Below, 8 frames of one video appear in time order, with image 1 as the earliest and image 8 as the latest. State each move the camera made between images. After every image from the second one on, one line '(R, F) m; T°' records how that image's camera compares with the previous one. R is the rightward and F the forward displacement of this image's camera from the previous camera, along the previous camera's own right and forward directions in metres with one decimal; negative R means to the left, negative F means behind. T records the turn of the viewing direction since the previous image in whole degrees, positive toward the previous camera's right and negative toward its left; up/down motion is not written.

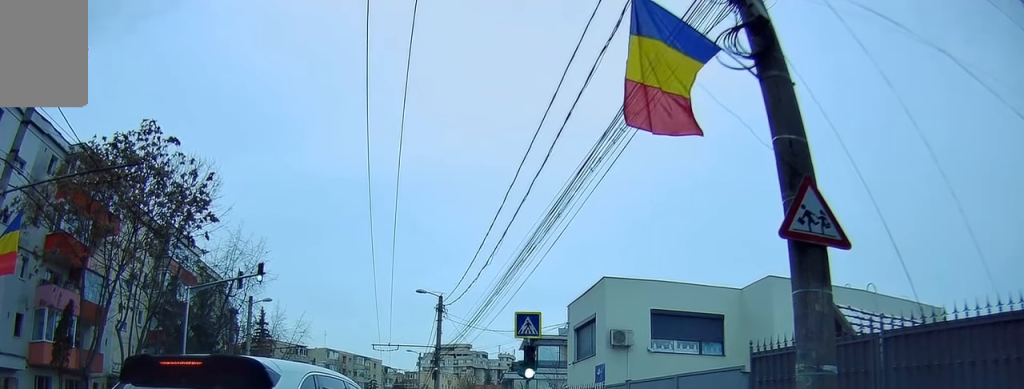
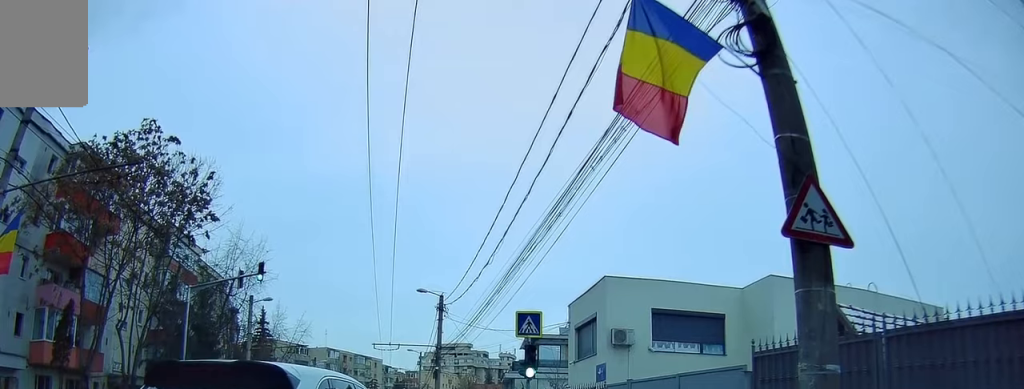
(0.0, 0.0) m; 0°
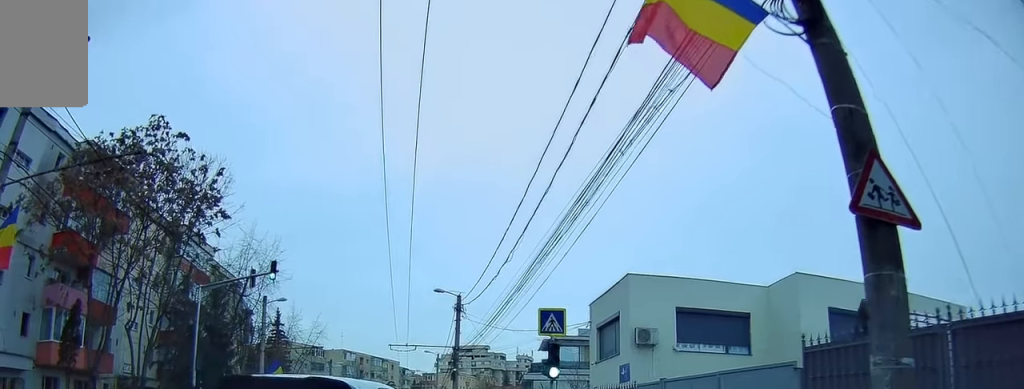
(0.0, +0.3) m; 0°
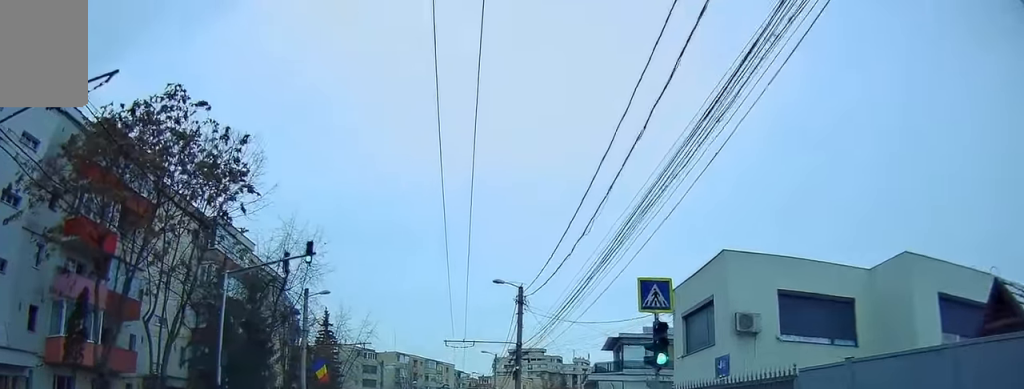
(-0.1, +1.7) m; -19°
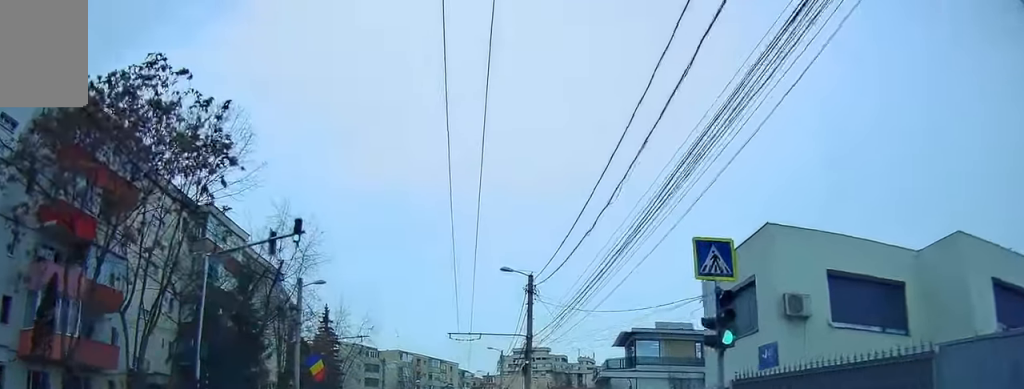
(-0.2, +1.5) m; -3°
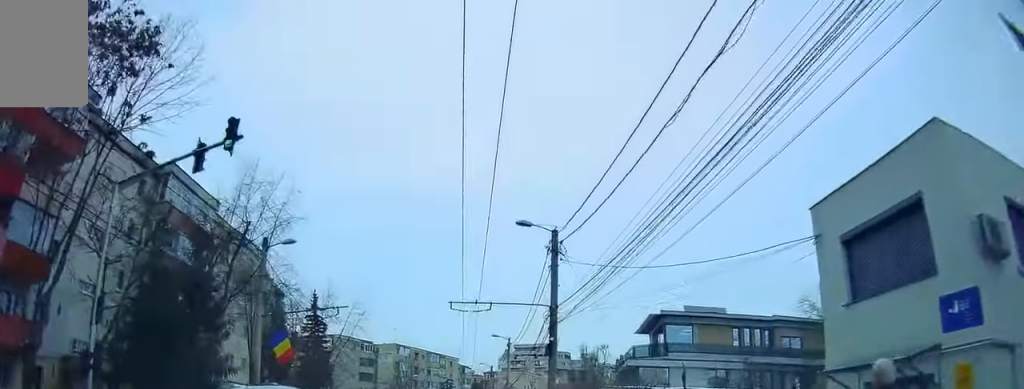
(-0.2, +4.0) m; +9°
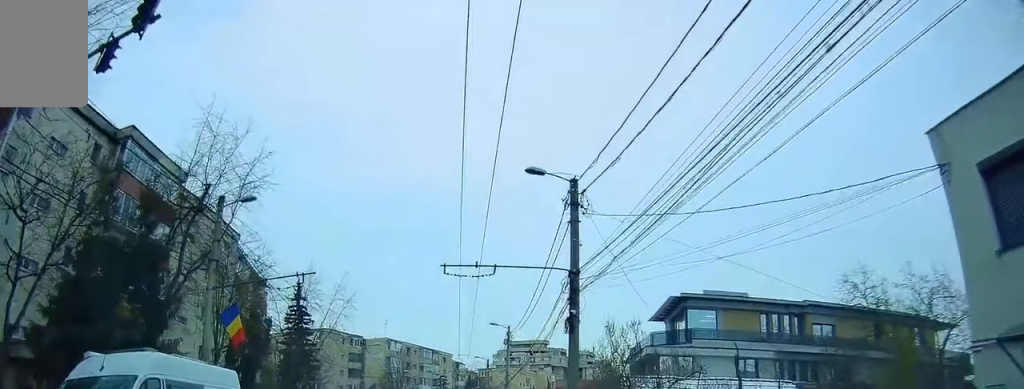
(0.0, +3.3) m; +9°
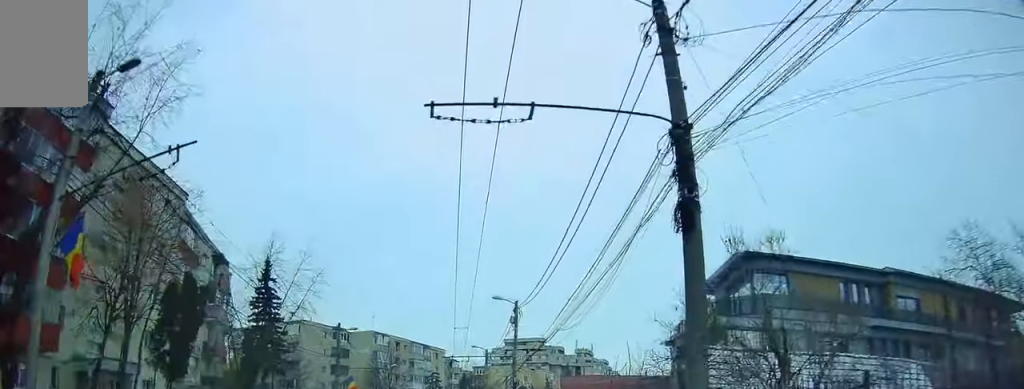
(+1.2, +9.1) m; +4°
